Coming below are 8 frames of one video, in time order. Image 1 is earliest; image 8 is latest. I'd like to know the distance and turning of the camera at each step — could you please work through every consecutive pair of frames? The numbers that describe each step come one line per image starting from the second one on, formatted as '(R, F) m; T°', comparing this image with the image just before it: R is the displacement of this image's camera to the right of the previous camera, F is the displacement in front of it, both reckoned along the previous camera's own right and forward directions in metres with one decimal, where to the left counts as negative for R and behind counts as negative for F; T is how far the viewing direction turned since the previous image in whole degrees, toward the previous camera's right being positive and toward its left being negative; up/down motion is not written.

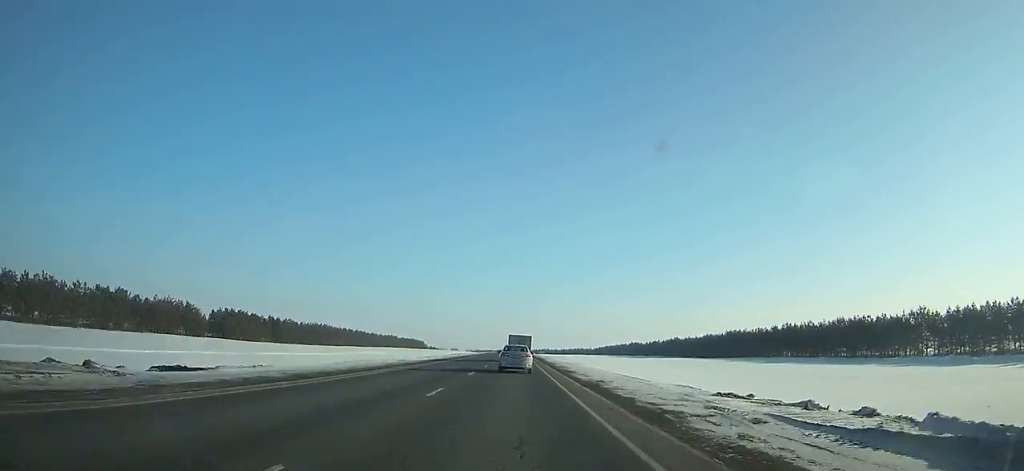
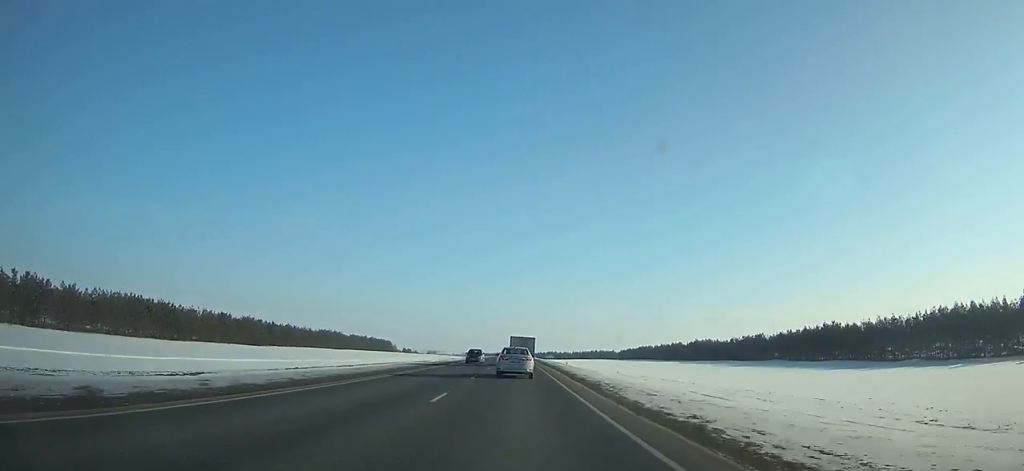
(-0.2, +120.9) m; 0°
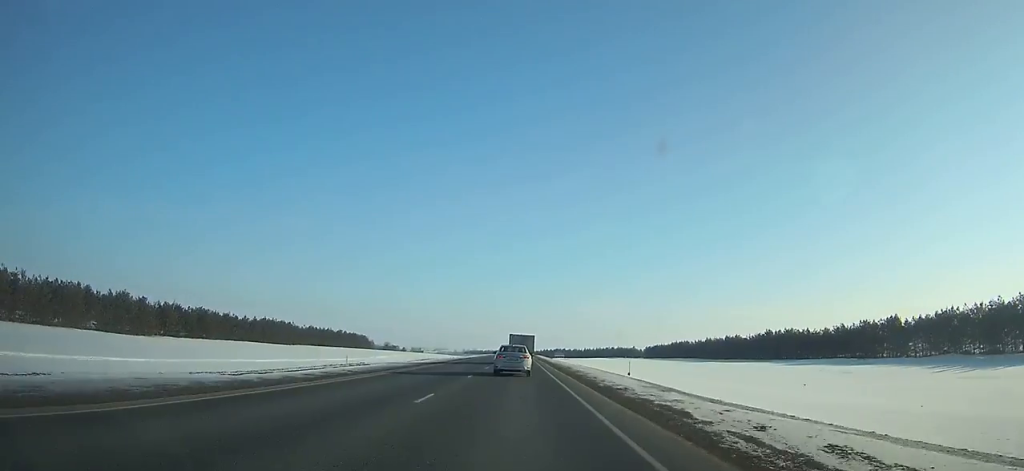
(0.0, +60.9) m; 0°
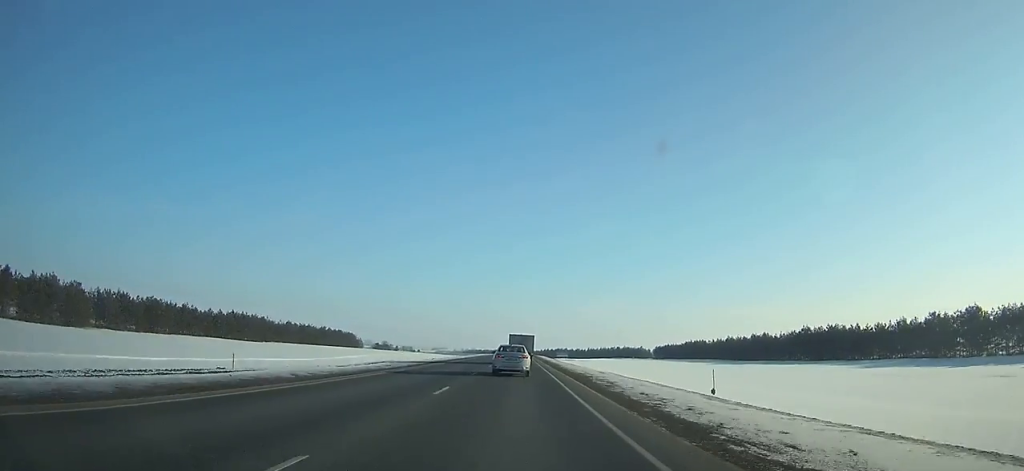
(-0.1, +21.4) m; 0°
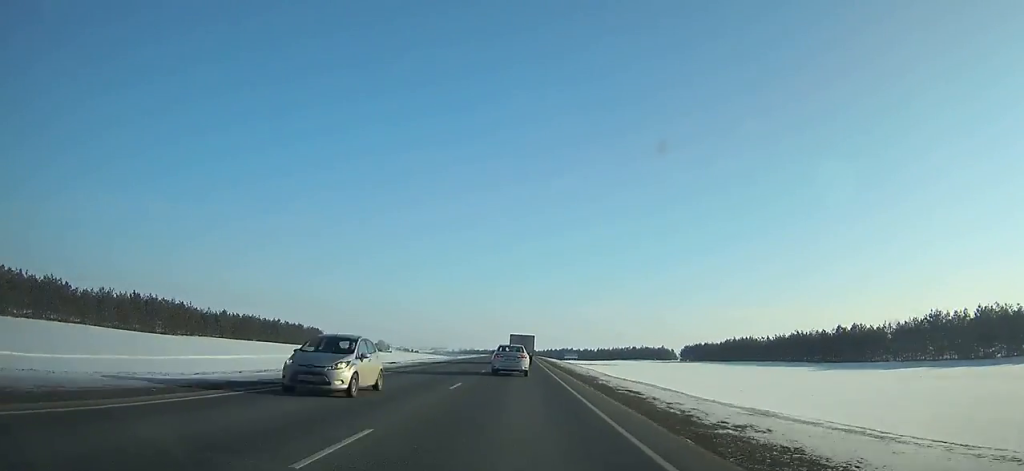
(-0.1, +46.2) m; 0°
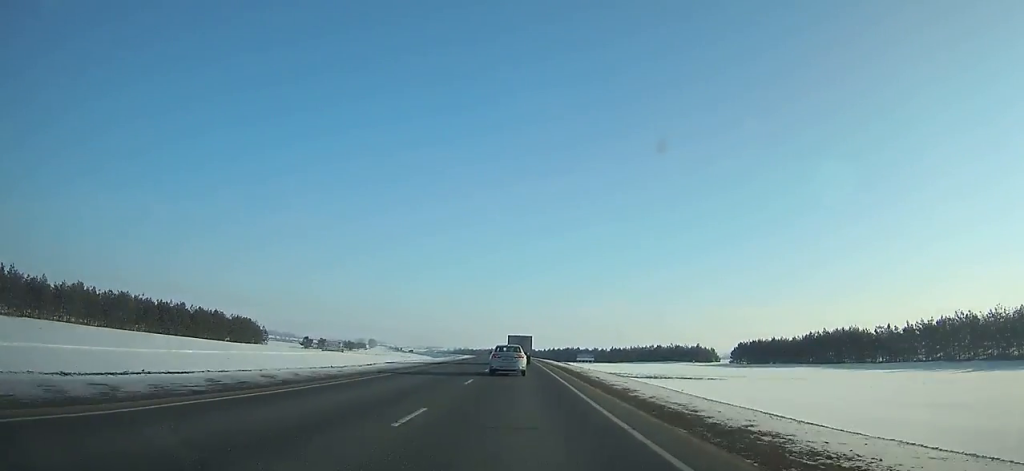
(+0.3, +57.0) m; 0°
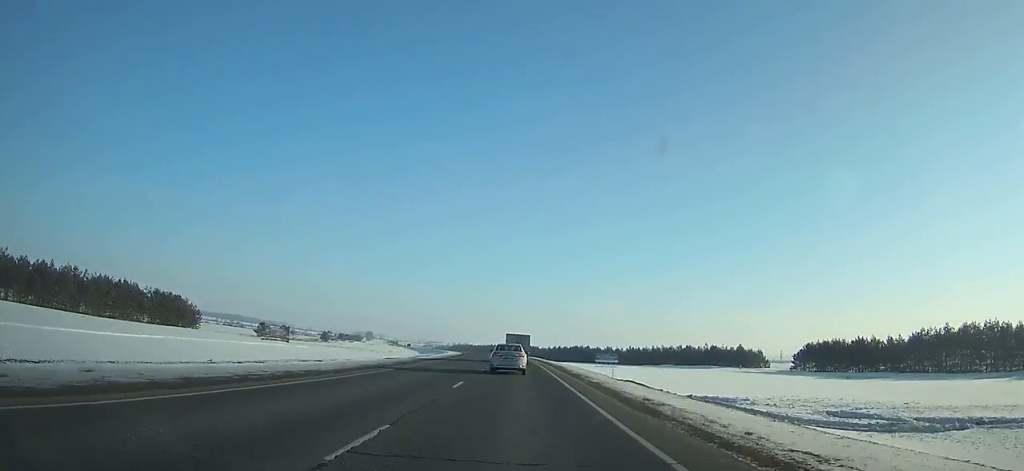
(+0.2, +39.5) m; 0°
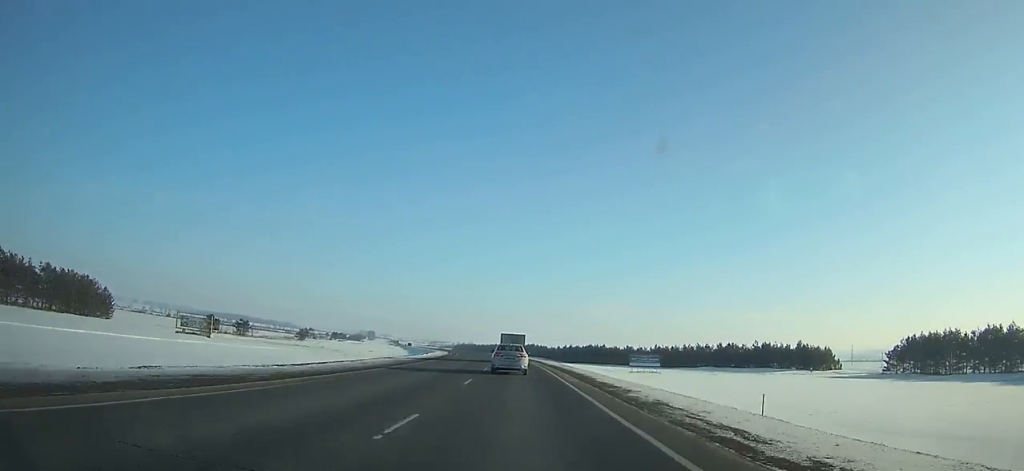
(+0.2, +34.4) m; -1°
